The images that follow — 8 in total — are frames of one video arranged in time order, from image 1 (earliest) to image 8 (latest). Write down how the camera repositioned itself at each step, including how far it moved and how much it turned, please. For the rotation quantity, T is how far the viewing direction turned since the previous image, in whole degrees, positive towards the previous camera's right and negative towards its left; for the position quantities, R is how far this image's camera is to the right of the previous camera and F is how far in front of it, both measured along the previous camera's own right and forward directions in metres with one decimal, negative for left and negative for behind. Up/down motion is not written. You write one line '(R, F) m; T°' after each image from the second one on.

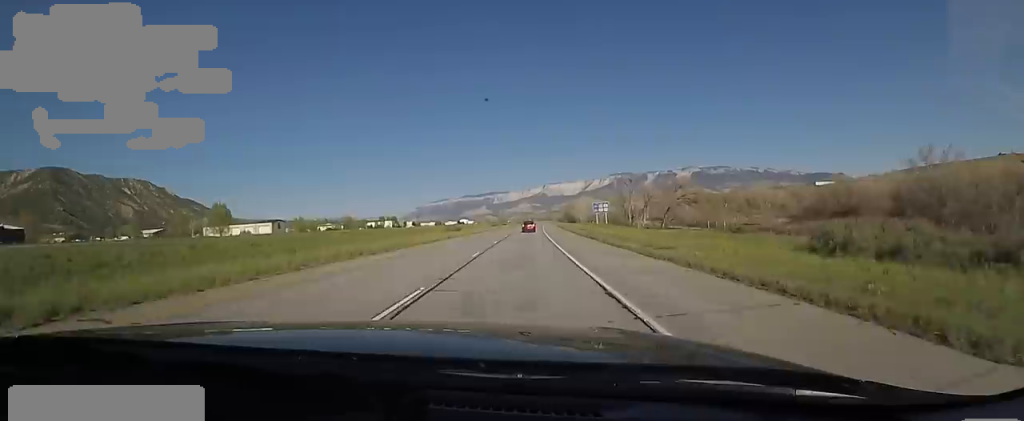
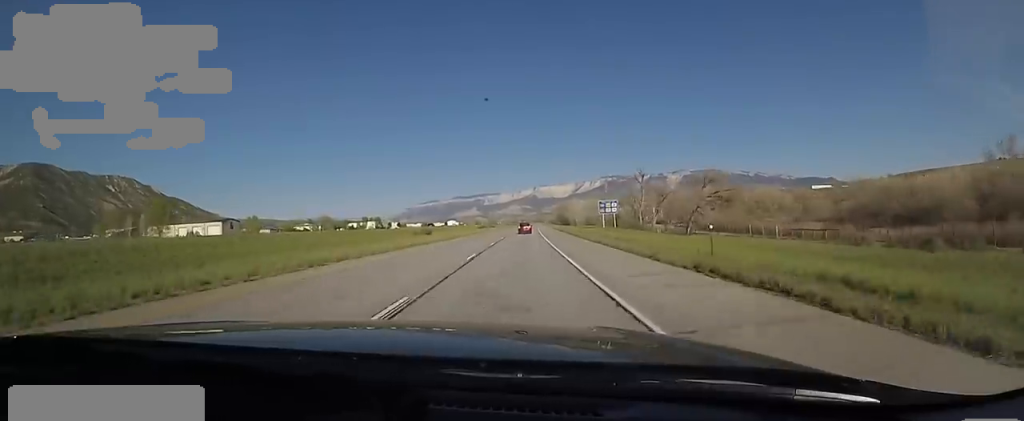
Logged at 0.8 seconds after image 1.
(+1.1, +25.6) m; +2°
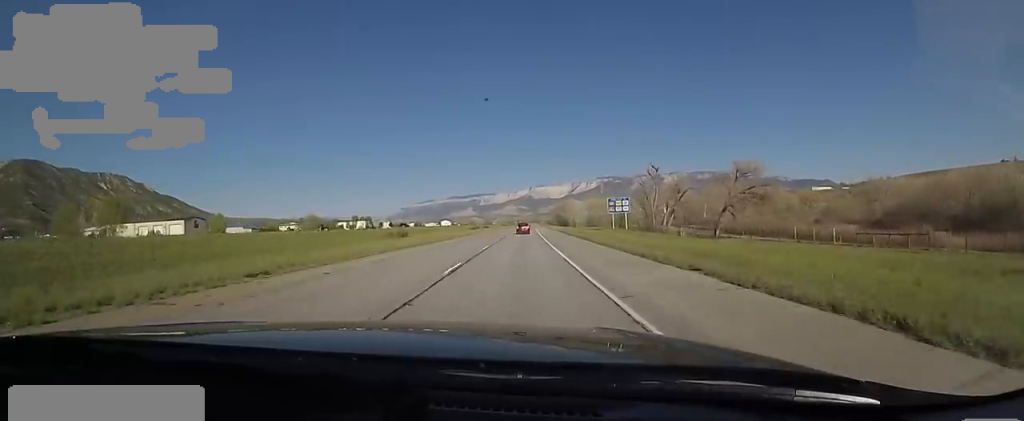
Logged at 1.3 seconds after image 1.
(+0.2, +16.7) m; 0°
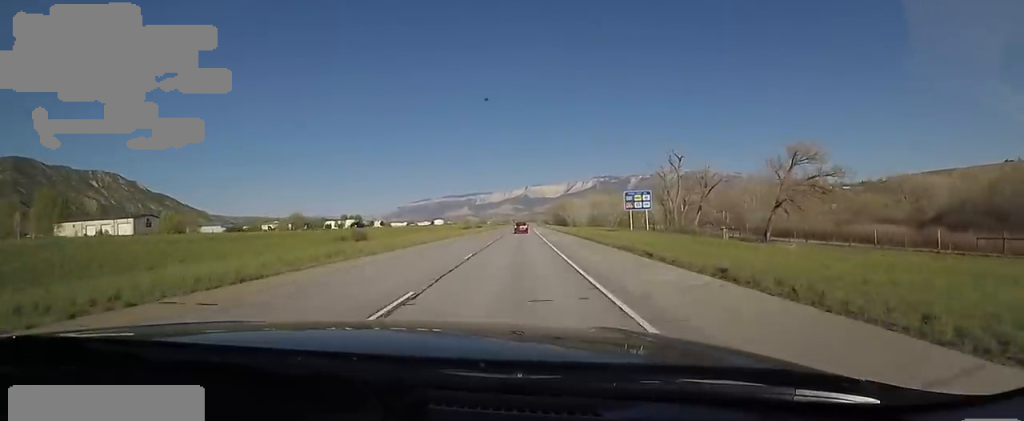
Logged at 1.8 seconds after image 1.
(+0.2, +18.8) m; -1°
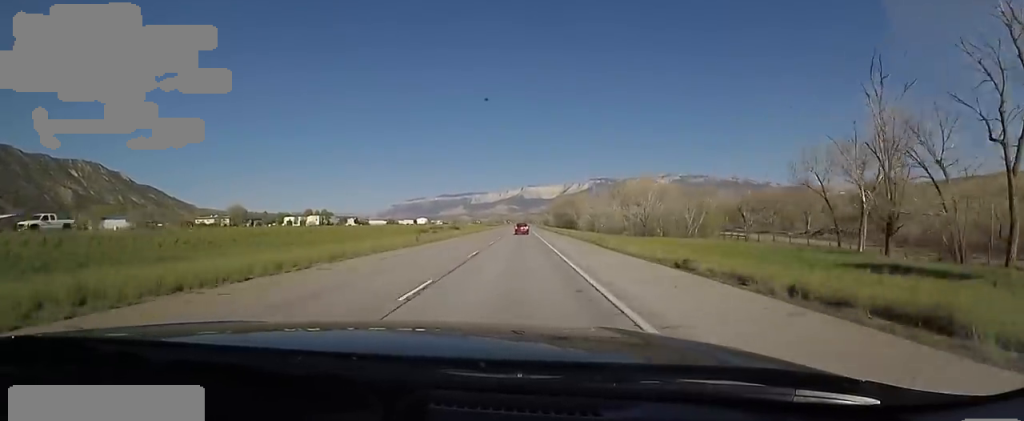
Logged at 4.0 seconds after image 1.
(-0.3, +70.6) m; +2°
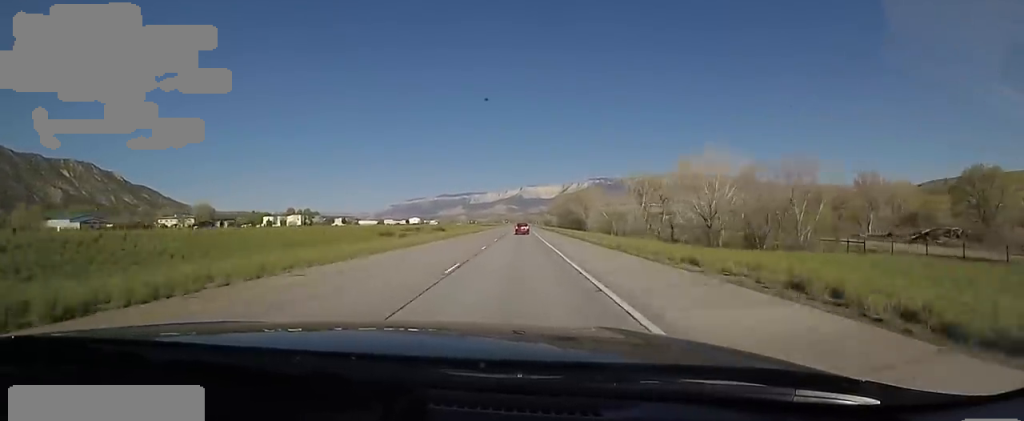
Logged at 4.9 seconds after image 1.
(+0.1, +31.3) m; 0°
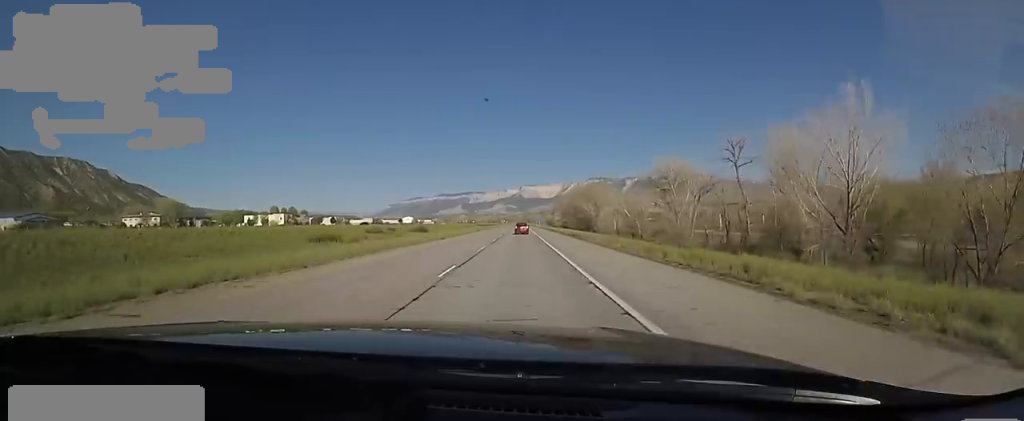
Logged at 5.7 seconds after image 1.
(0.0, +25.7) m; 0°
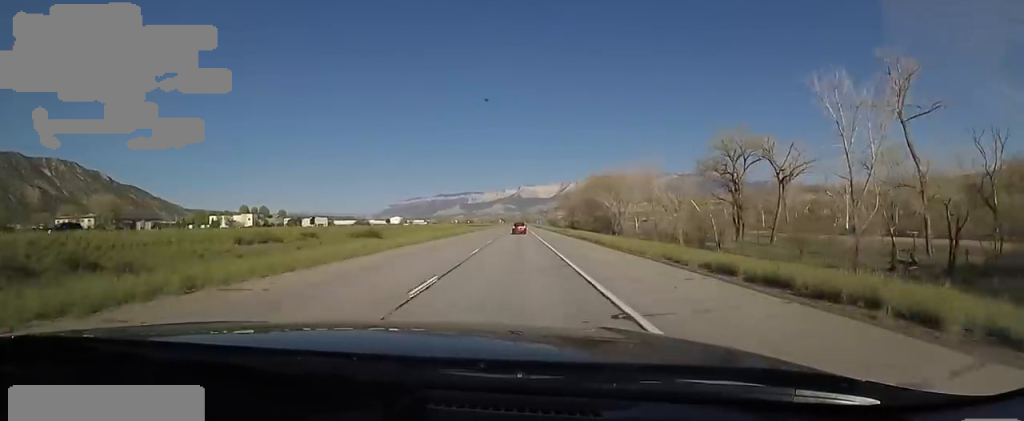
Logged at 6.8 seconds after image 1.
(0.0, +39.0) m; 0°
